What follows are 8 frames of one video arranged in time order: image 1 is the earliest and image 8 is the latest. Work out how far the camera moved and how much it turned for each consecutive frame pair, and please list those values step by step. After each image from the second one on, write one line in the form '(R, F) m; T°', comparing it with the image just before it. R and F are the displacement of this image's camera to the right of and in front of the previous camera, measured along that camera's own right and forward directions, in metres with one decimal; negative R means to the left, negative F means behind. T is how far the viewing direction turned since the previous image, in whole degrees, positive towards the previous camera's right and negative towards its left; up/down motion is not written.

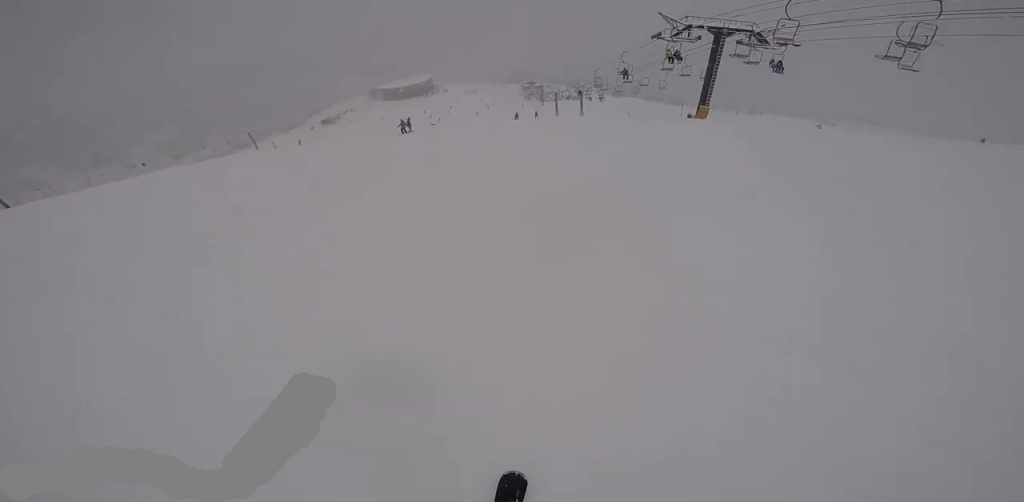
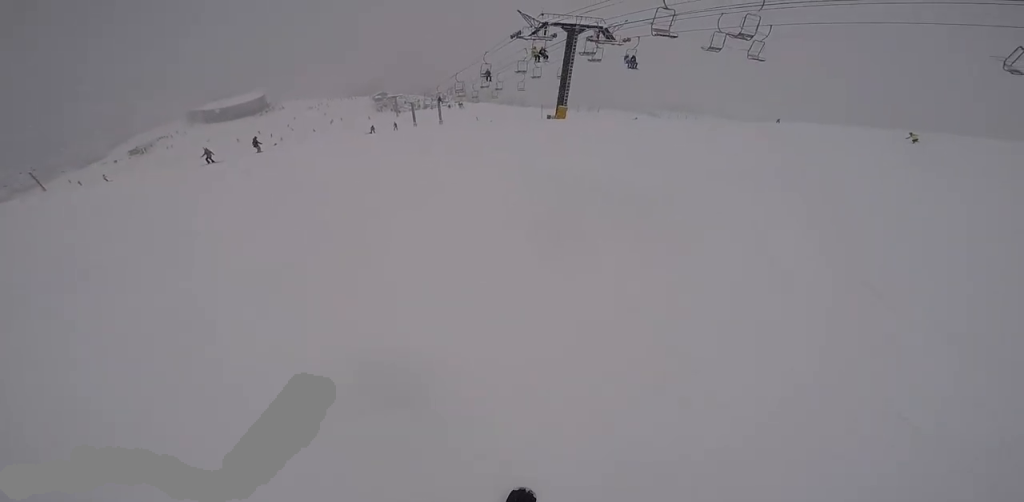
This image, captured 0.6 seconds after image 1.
(+0.2, +2.4) m; +4°
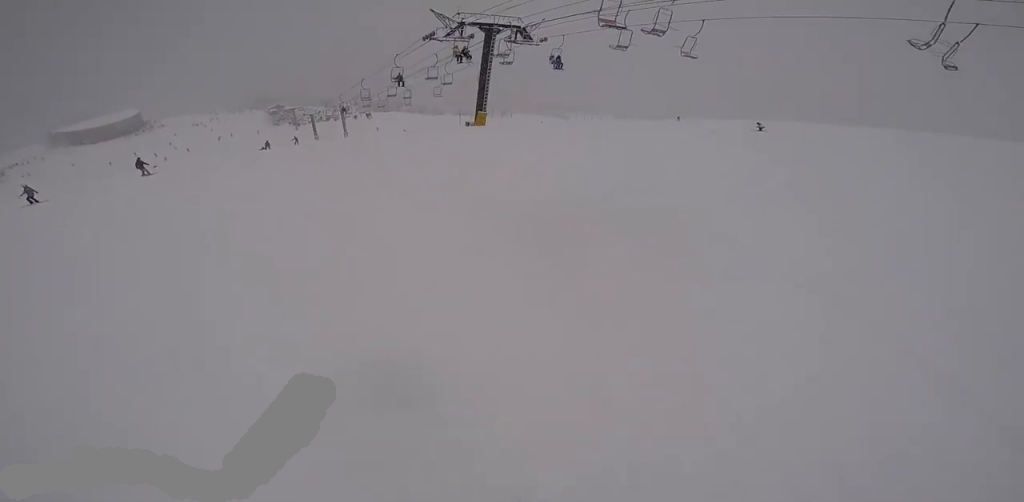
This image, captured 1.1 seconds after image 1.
(+0.1, +2.2) m; +6°
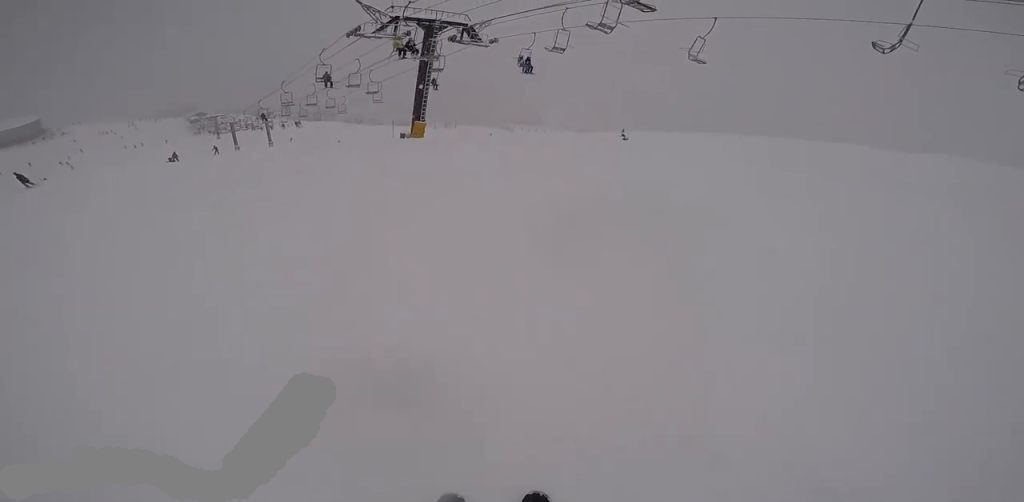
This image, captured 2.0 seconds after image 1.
(+0.2, +4.1) m; +10°
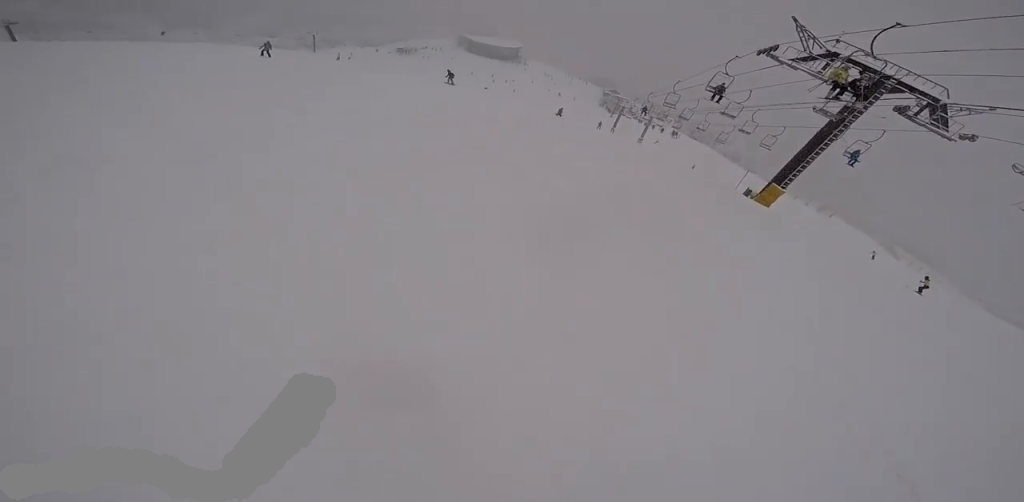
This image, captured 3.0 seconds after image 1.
(+0.7, +4.2) m; -15°
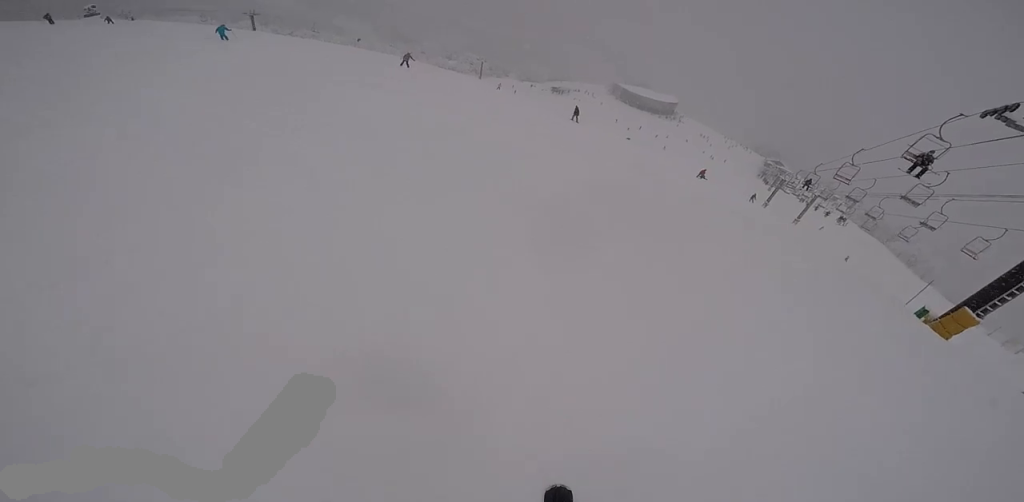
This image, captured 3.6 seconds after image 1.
(-0.9, +2.8) m; -31°
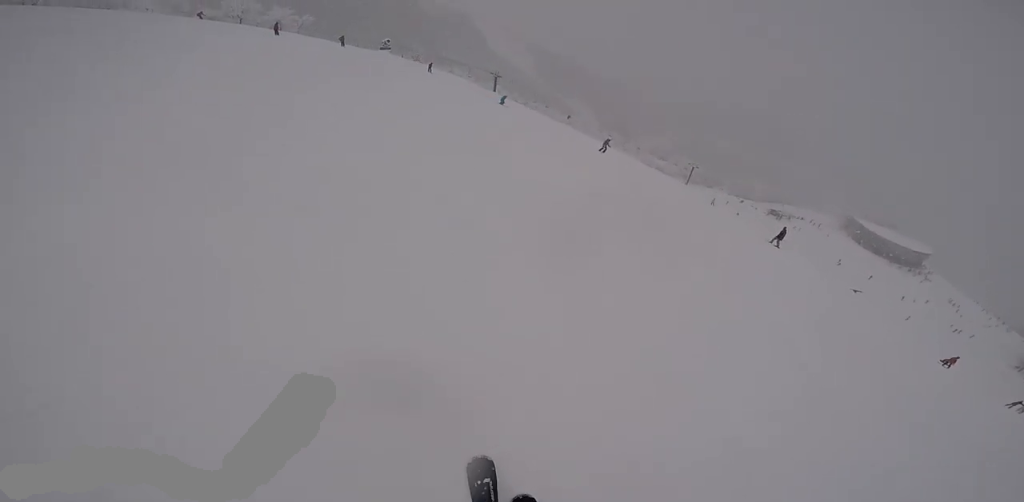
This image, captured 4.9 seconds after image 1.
(-2.1, +5.2) m; -26°
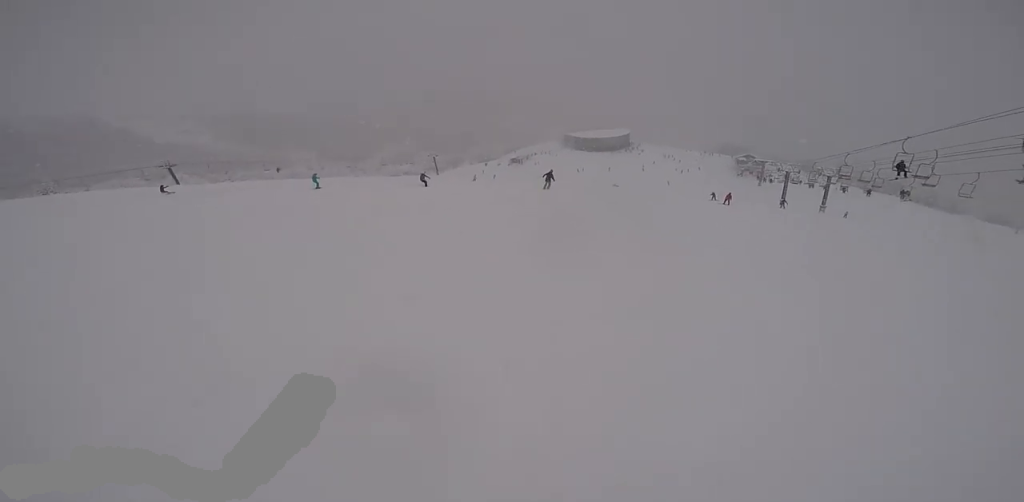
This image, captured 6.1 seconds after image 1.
(+0.3, +5.2) m; +17°
